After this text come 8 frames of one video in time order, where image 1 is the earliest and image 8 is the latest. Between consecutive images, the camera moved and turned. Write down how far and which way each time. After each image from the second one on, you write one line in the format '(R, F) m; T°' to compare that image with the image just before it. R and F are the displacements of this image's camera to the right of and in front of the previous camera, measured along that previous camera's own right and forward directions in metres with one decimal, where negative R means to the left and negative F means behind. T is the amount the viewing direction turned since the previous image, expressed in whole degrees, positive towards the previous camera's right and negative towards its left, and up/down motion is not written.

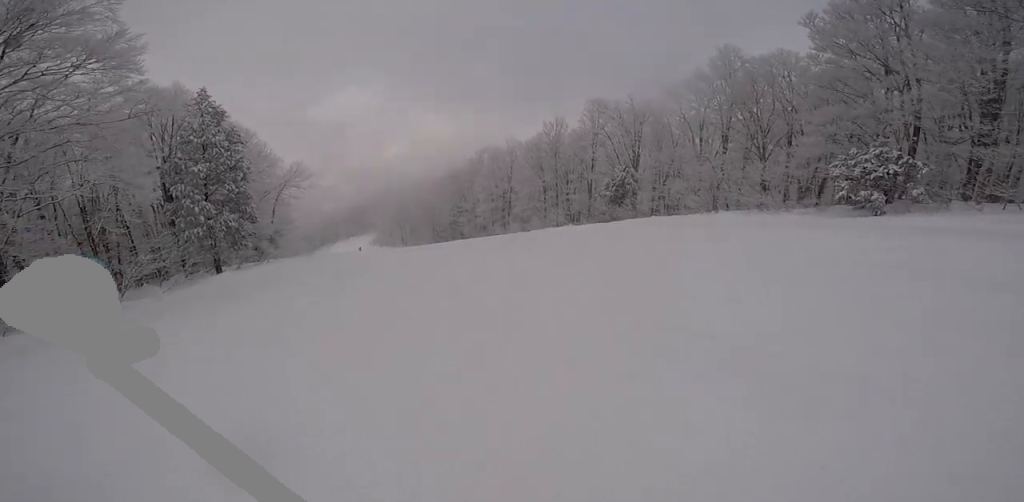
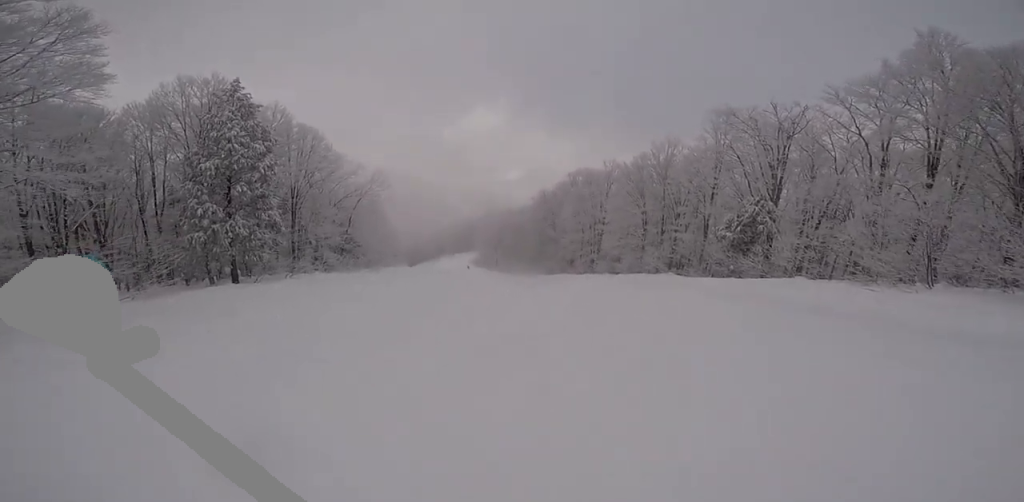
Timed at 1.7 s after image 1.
(+0.6, +10.7) m; -3°
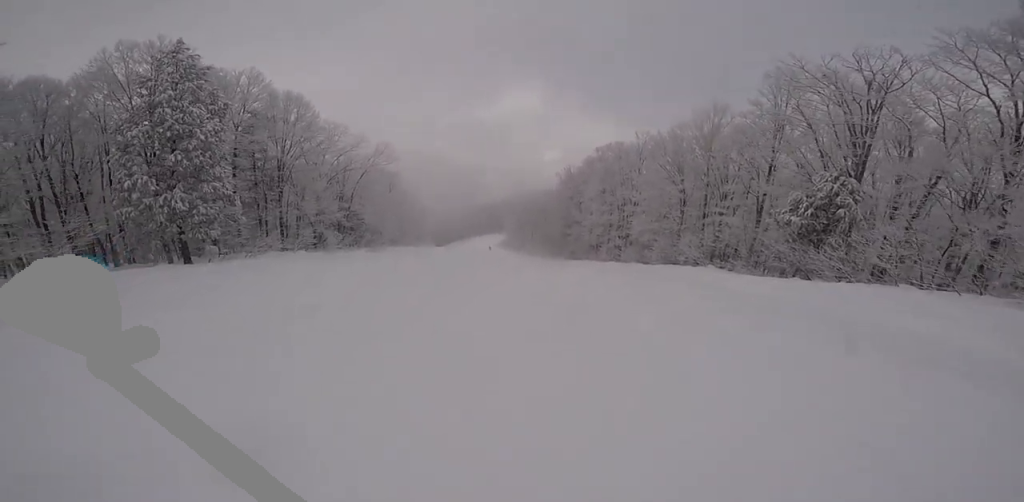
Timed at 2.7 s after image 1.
(-0.4, +7.0) m; -24°
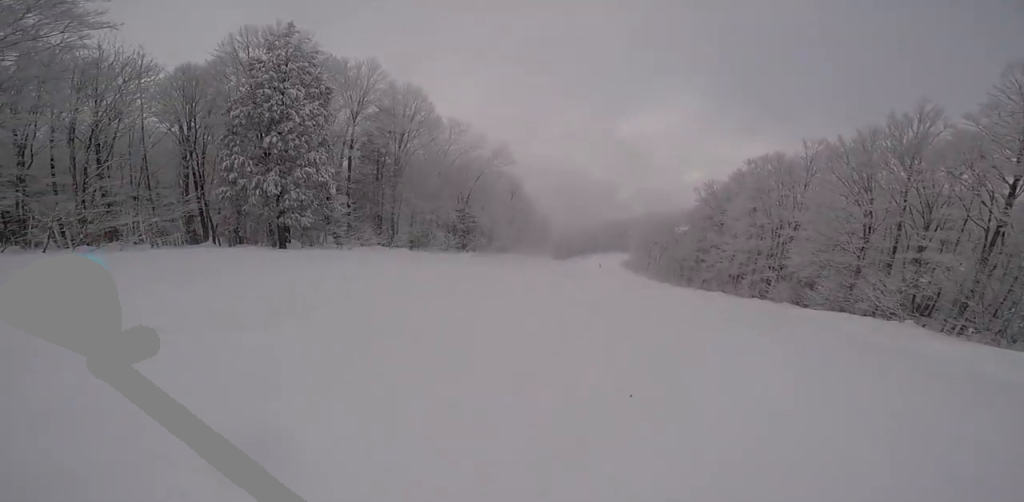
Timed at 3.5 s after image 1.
(-1.5, +4.5) m; -20°
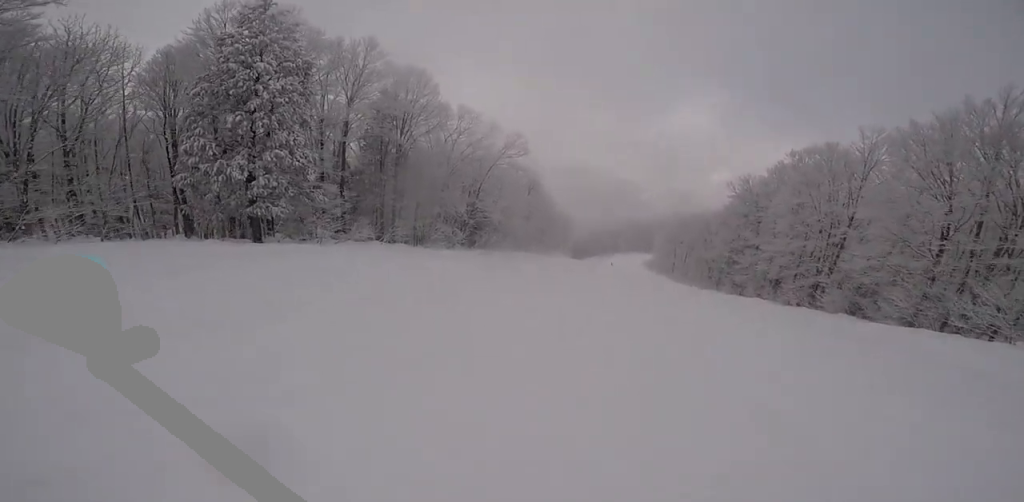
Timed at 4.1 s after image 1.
(-0.7, +3.8) m; -13°
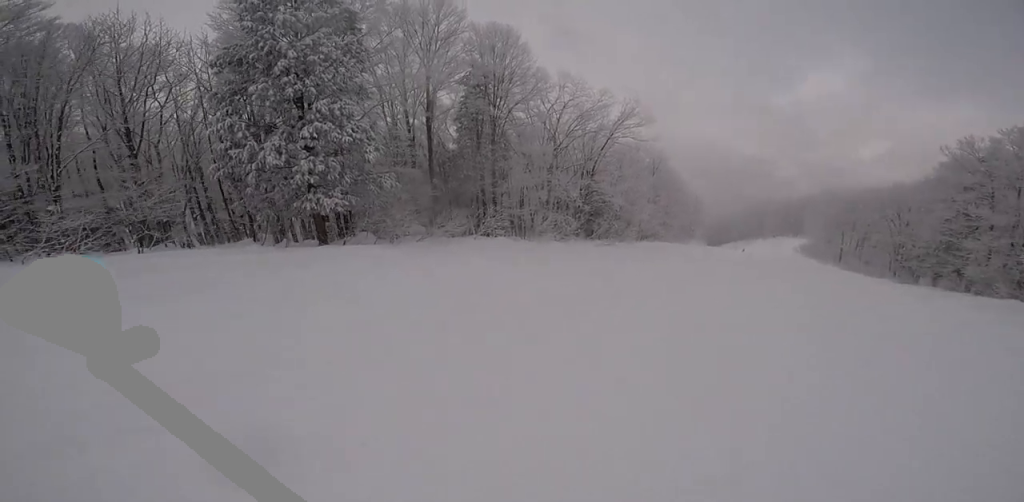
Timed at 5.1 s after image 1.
(-0.5, +7.0) m; -9°
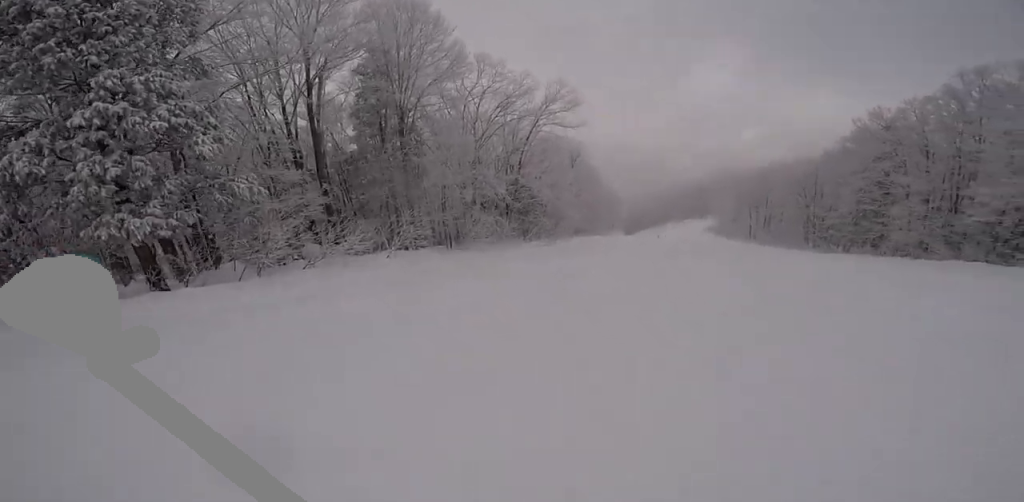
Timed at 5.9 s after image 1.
(-0.8, +5.0) m; +2°
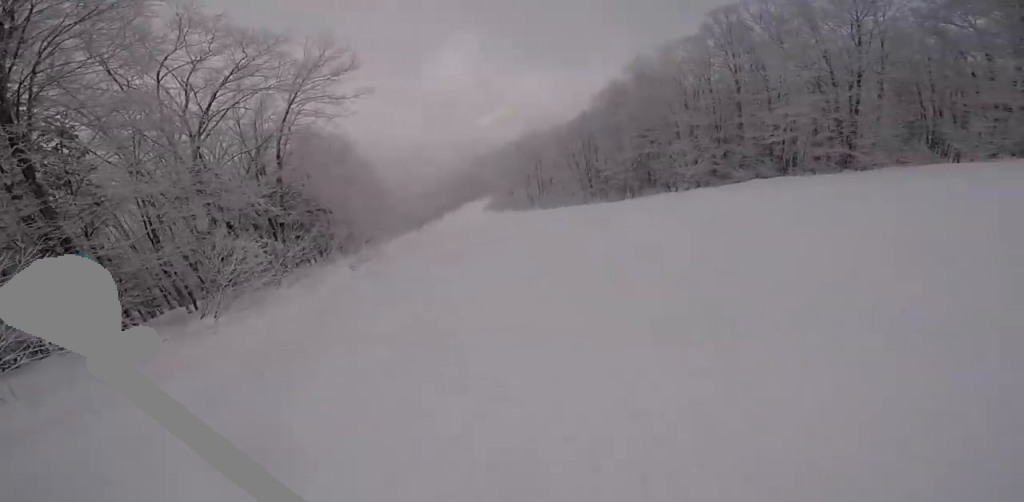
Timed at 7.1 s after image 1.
(+2.2, +8.1) m; +32°
